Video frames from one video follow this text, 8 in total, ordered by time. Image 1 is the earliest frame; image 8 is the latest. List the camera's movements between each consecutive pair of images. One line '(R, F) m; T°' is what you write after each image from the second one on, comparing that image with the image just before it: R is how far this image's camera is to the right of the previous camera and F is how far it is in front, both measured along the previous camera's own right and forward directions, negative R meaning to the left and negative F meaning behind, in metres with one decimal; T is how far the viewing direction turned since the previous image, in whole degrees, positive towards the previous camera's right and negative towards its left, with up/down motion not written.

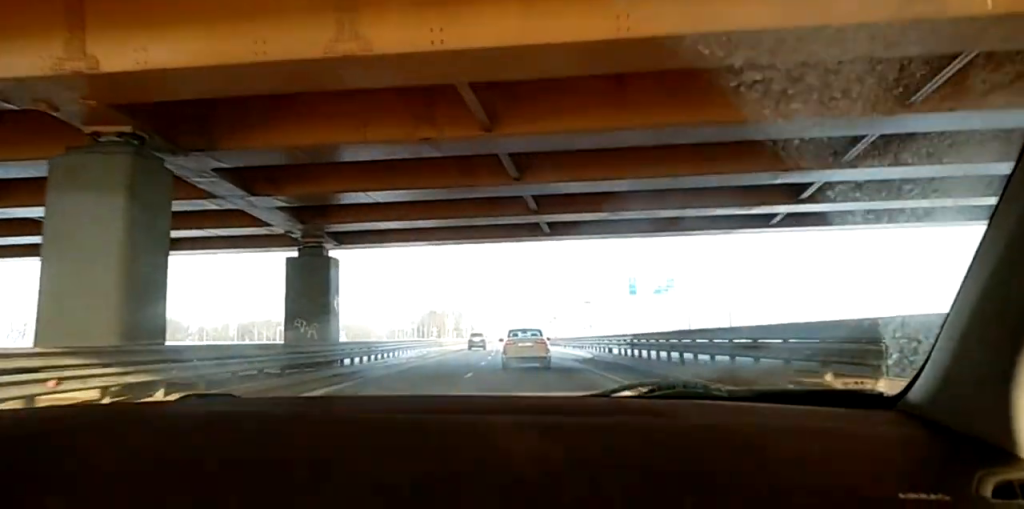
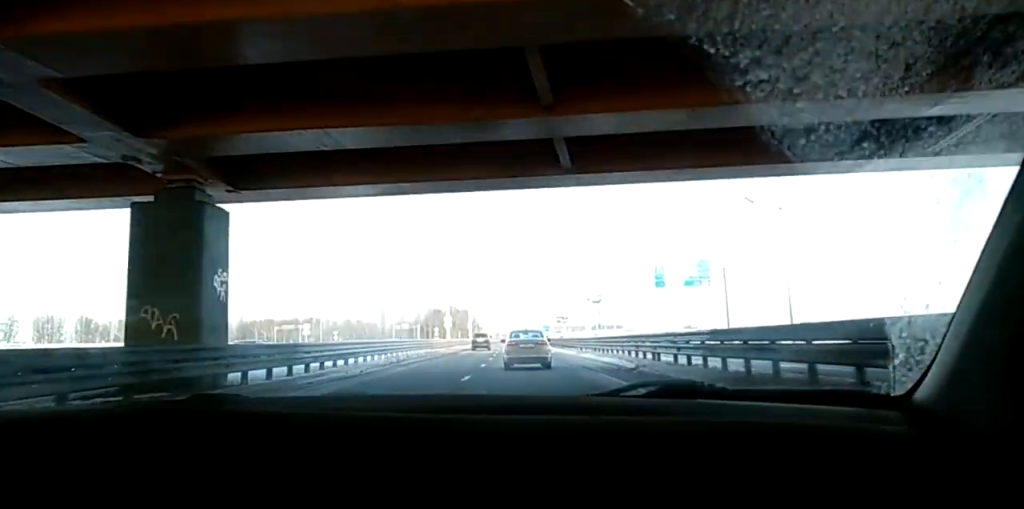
(-0.2, +13.8) m; -1°
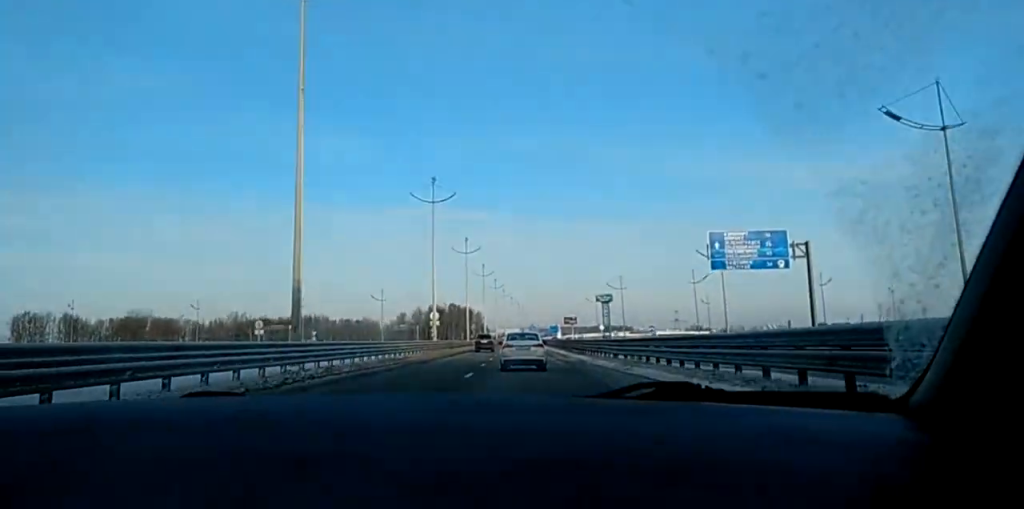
(-0.2, +20.1) m; -2°
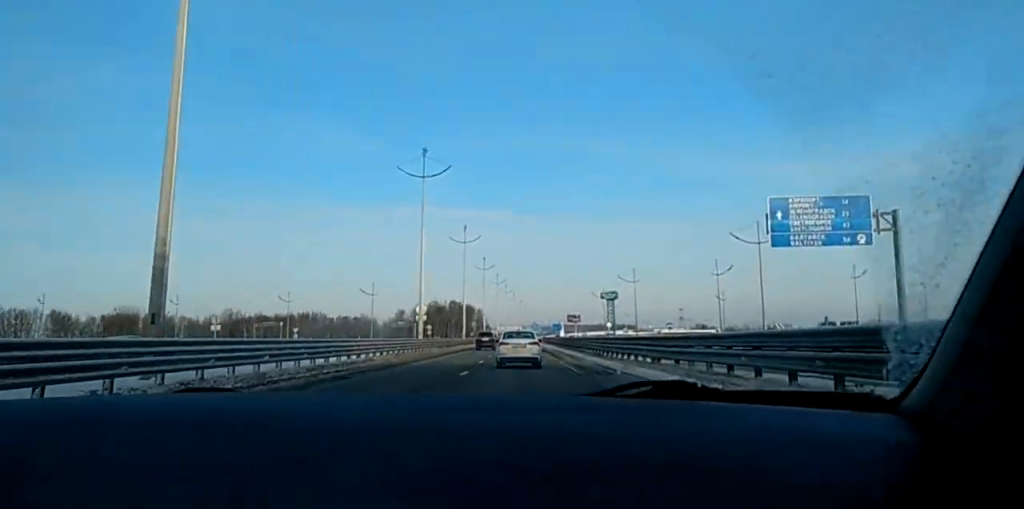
(0.0, +11.6) m; -1°
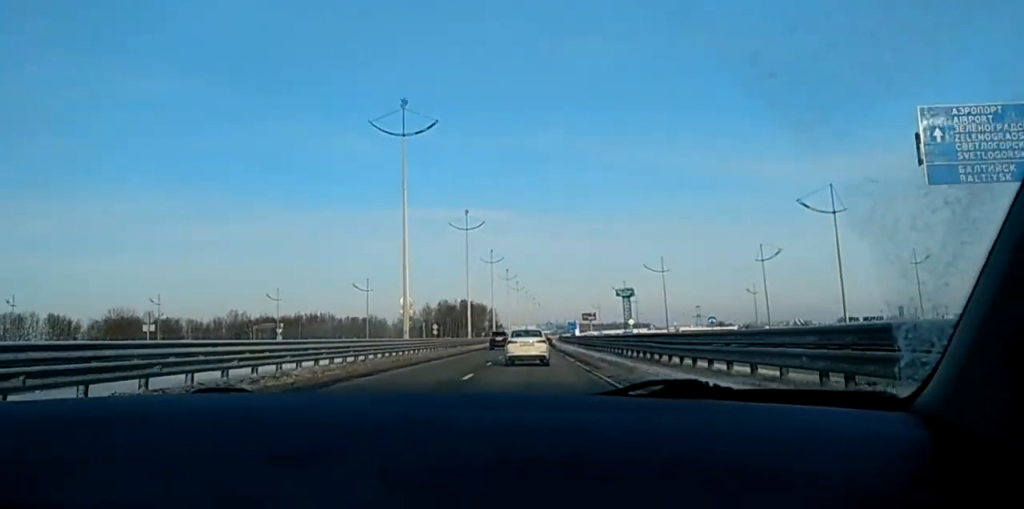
(-0.3, +15.5) m; 0°
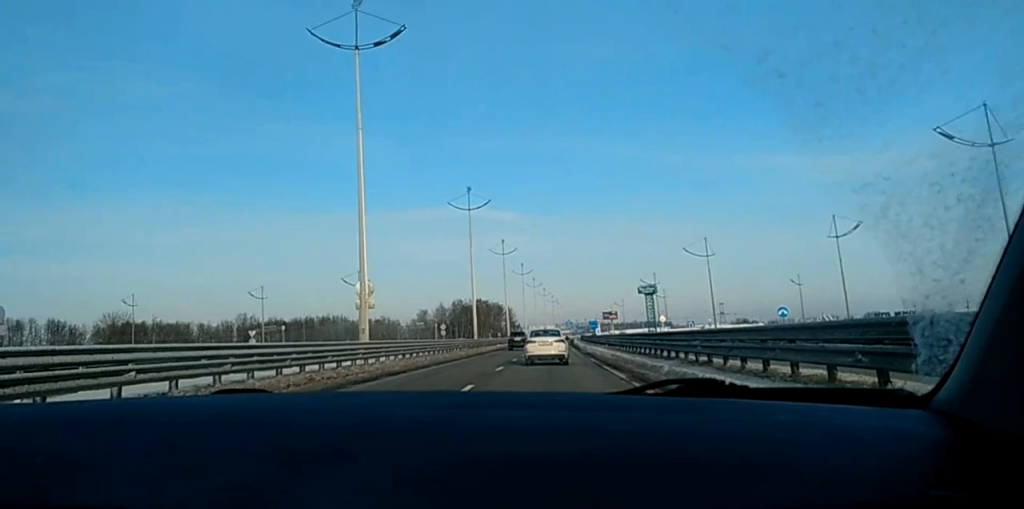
(-0.1, +18.4) m; 0°
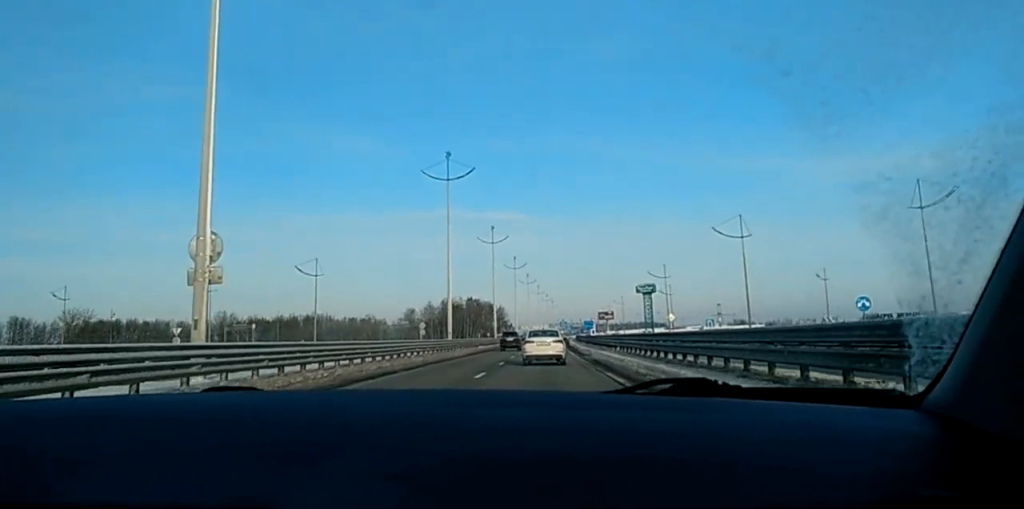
(+0.1, +17.5) m; 0°
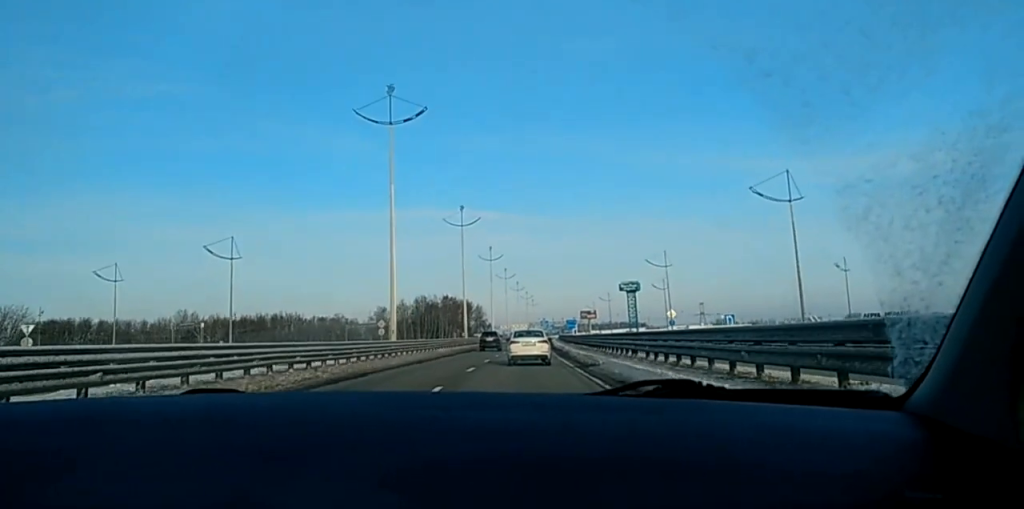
(-0.1, +18.5) m; +1°
